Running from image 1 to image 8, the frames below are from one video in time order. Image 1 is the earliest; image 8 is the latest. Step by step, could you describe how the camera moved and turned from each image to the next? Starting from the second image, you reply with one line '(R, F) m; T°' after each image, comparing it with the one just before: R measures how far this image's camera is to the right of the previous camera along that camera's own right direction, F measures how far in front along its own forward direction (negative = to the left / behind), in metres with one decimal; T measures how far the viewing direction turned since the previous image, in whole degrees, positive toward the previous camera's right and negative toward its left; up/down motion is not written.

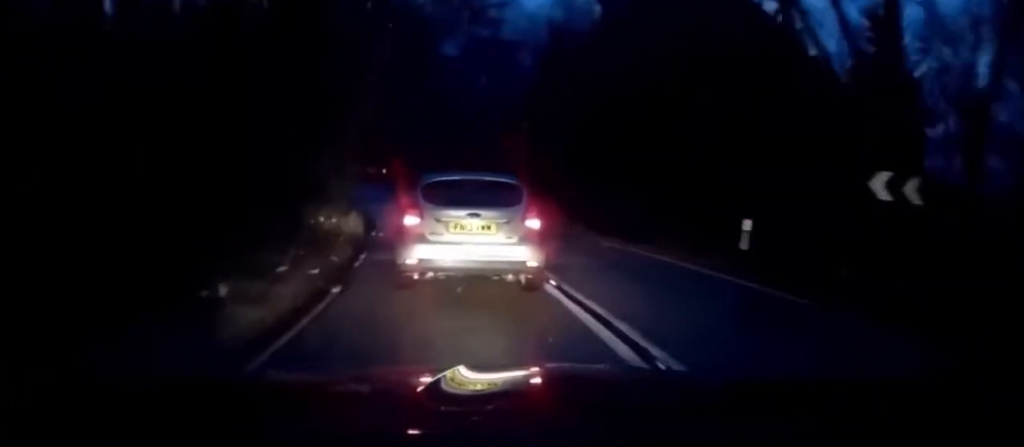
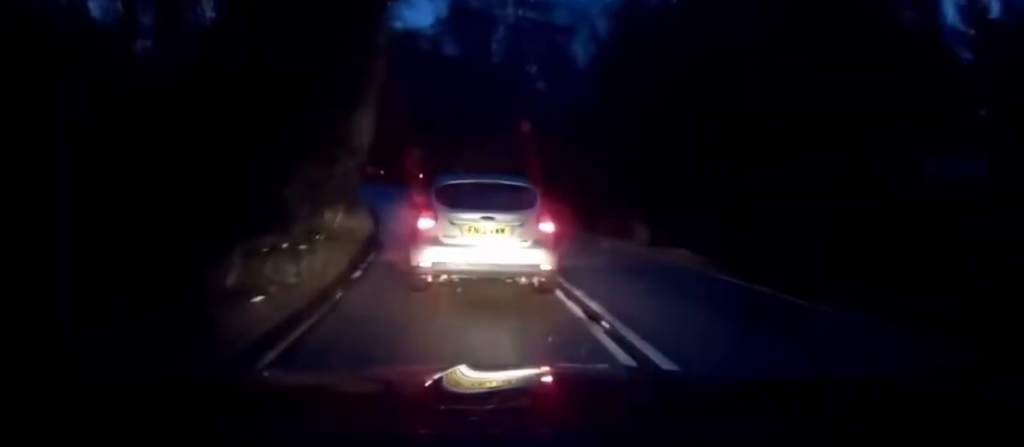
(-0.2, +6.7) m; -12°
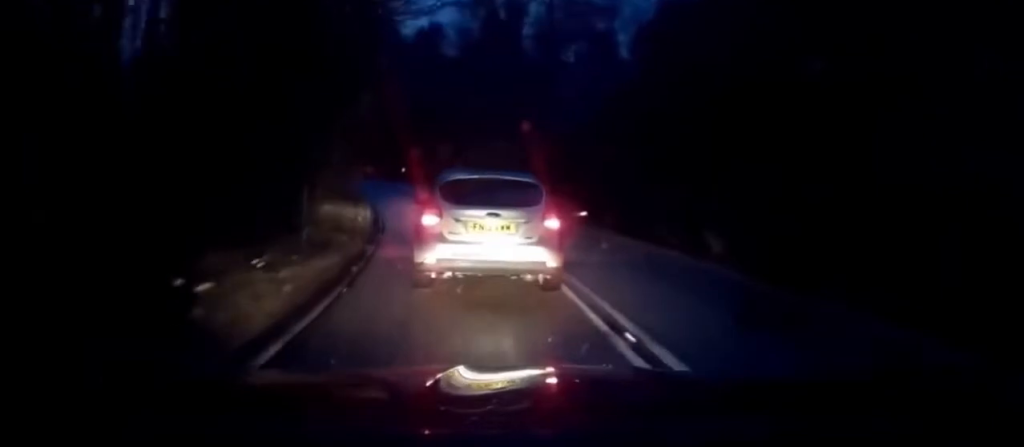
(-0.9, +4.6) m; -6°
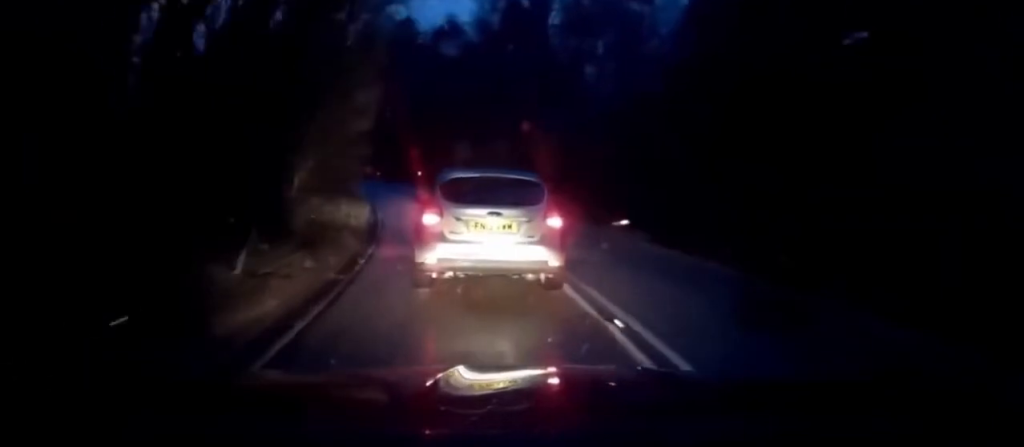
(-0.3, +4.0) m; -5°
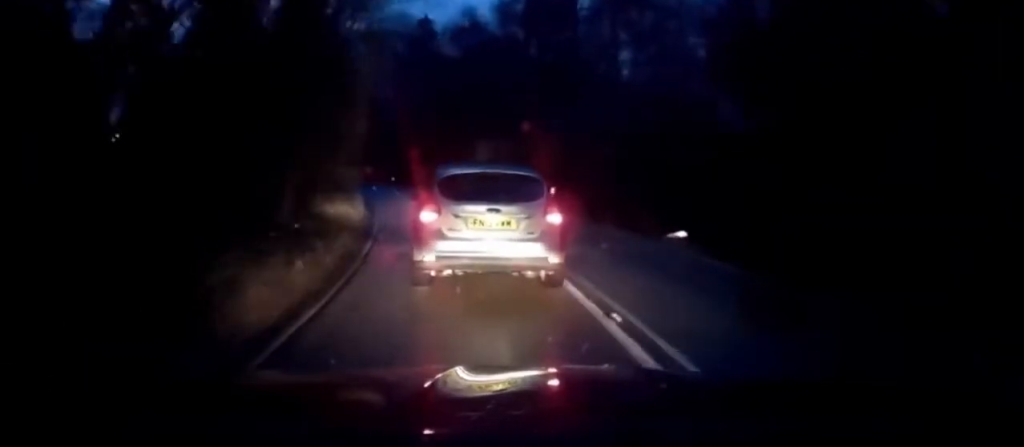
(0.0, +4.0) m; -2°
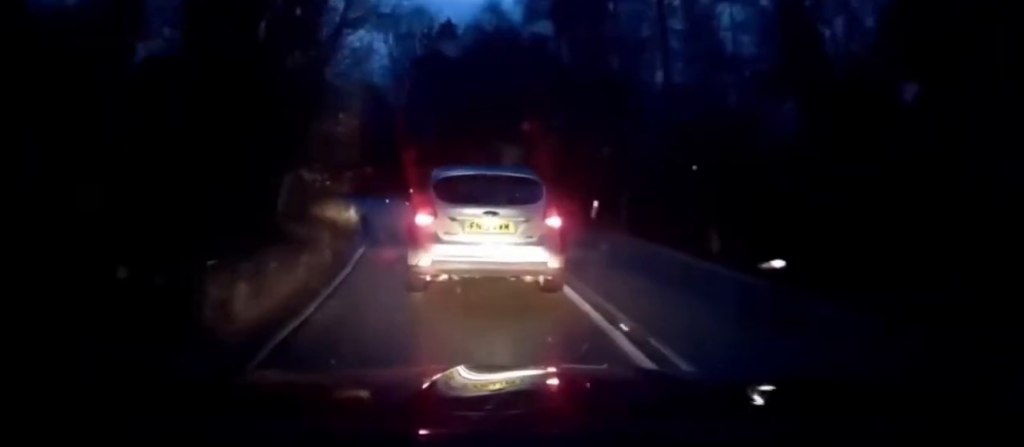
(+0.2, +5.0) m; -3°
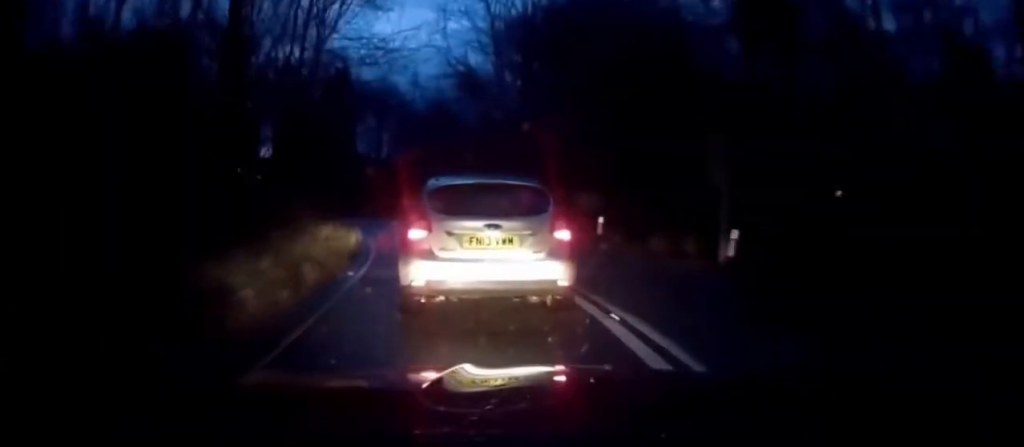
(-1.6, +17.5) m; -9°
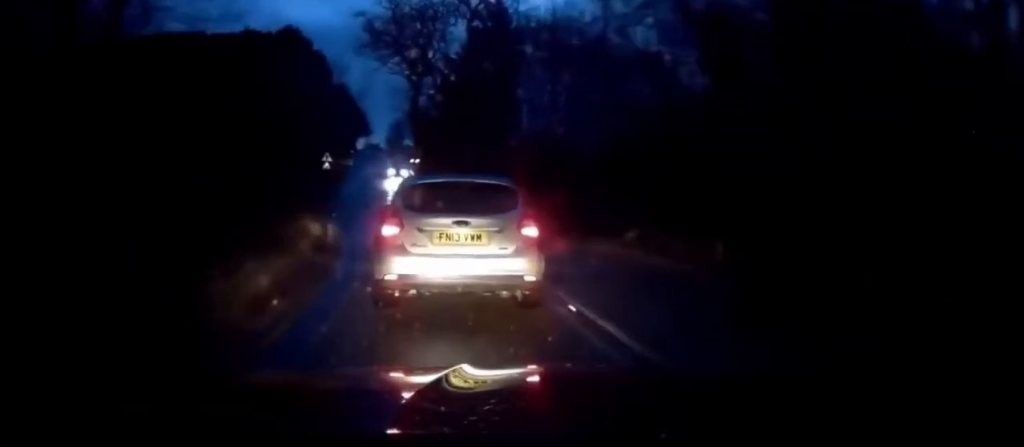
(-0.7, +28.6) m; -2°
